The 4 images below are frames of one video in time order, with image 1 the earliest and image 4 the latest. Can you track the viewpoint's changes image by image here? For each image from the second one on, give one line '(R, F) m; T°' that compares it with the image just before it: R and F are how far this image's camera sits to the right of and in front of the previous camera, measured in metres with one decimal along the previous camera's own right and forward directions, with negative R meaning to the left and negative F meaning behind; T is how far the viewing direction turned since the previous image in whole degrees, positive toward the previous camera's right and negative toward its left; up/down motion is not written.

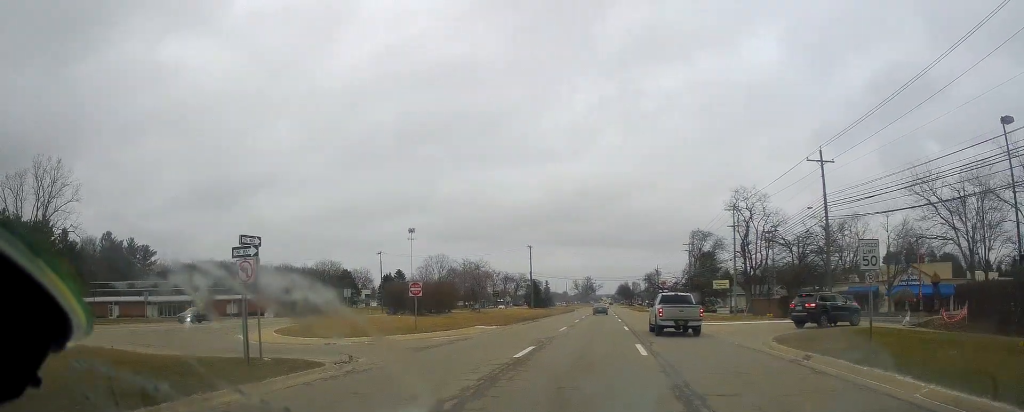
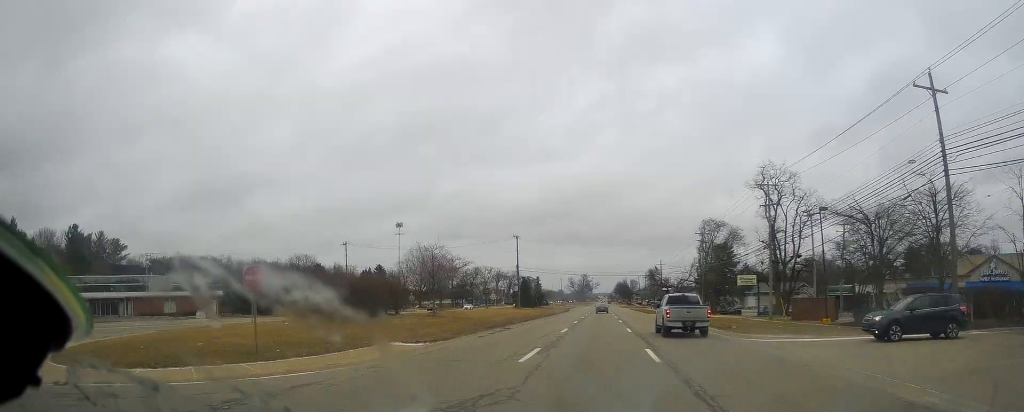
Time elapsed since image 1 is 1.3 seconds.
(-0.1, +15.7) m; 0°
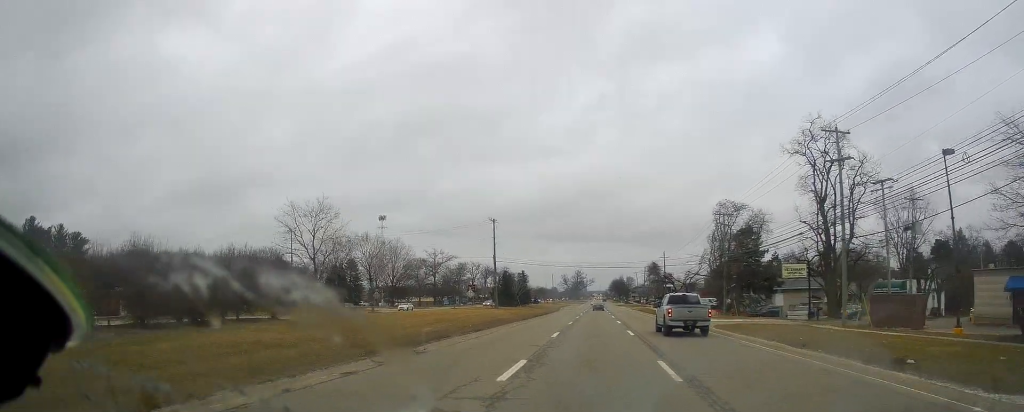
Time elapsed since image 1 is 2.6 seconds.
(+0.5, +18.5) m; +3°
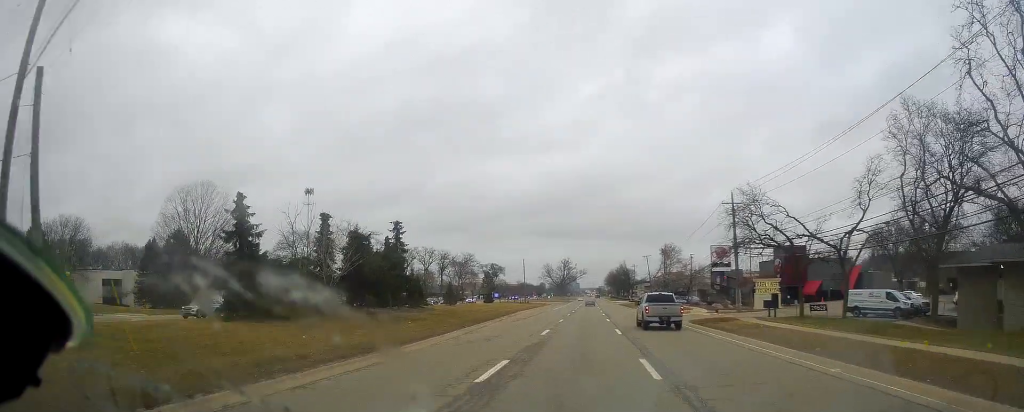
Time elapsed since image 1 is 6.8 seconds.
(-2.1, +76.5) m; 0°
